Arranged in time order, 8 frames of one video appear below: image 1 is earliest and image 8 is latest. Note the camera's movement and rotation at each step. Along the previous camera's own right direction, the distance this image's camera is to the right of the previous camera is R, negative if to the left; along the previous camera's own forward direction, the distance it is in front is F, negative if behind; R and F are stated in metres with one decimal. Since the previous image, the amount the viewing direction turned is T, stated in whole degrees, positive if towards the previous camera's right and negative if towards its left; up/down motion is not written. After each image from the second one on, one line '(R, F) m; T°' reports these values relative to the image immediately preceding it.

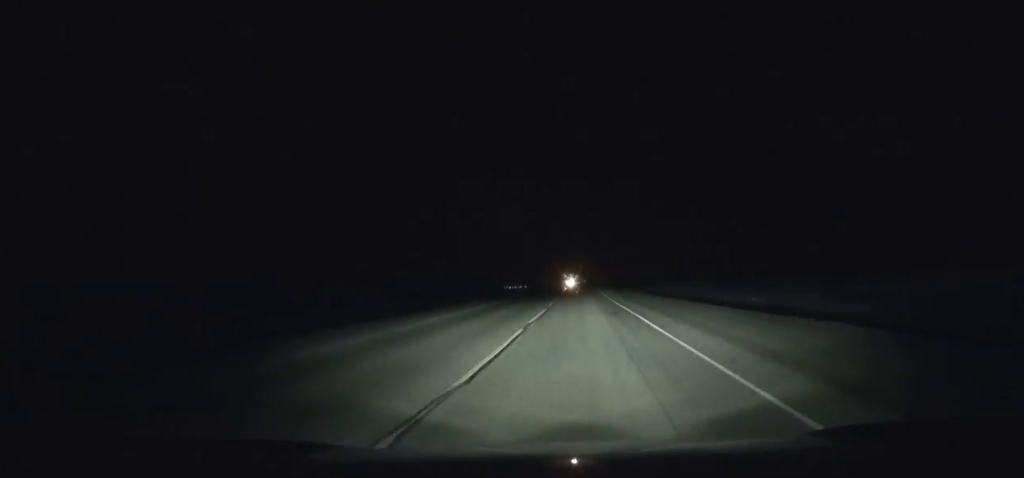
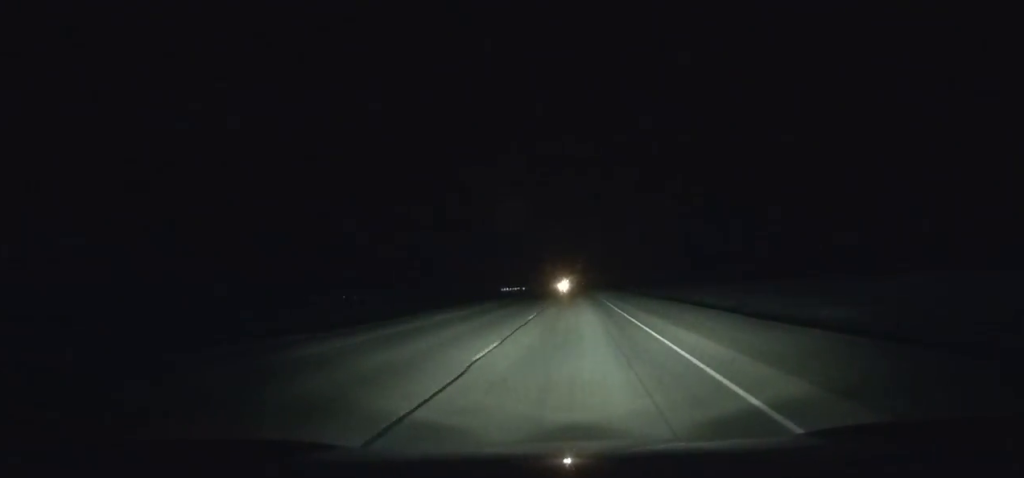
(+0.2, +62.7) m; 0°
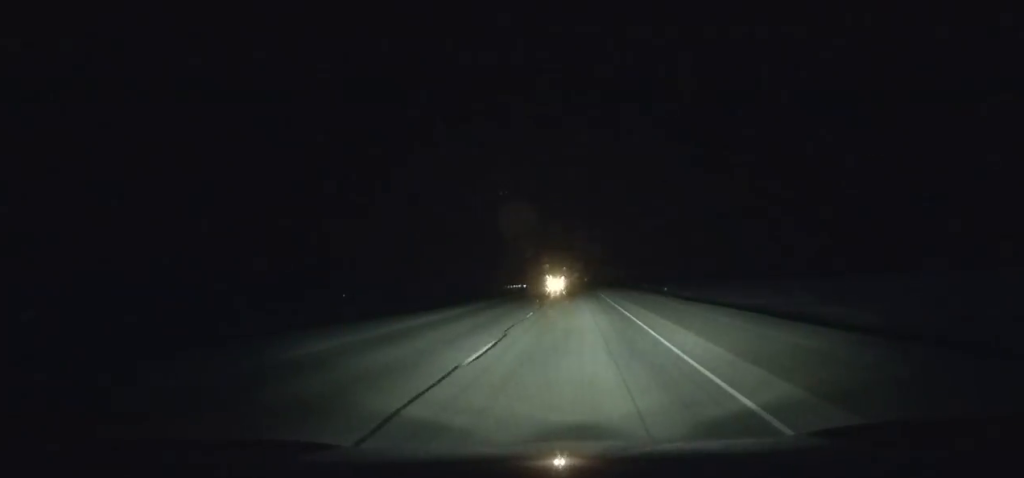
(+0.2, +36.9) m; 0°
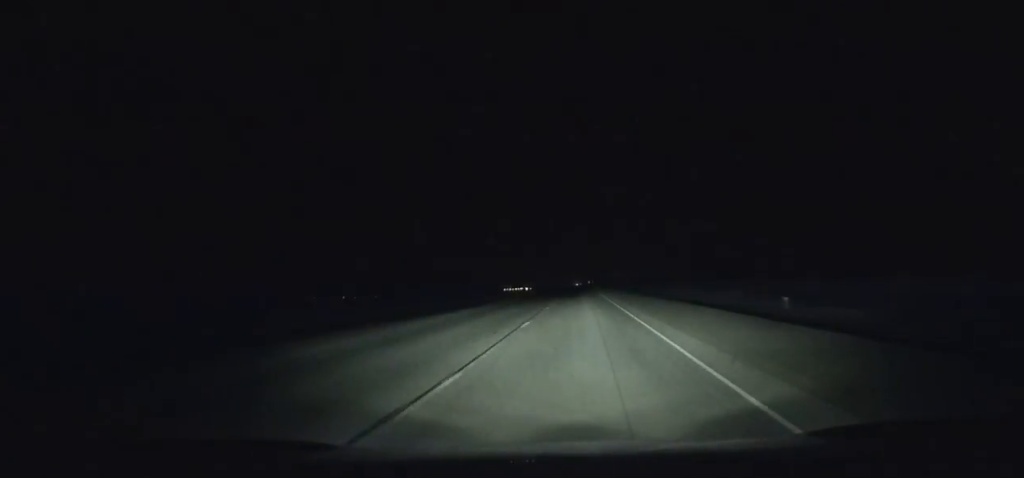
(-0.2, +76.6) m; 0°
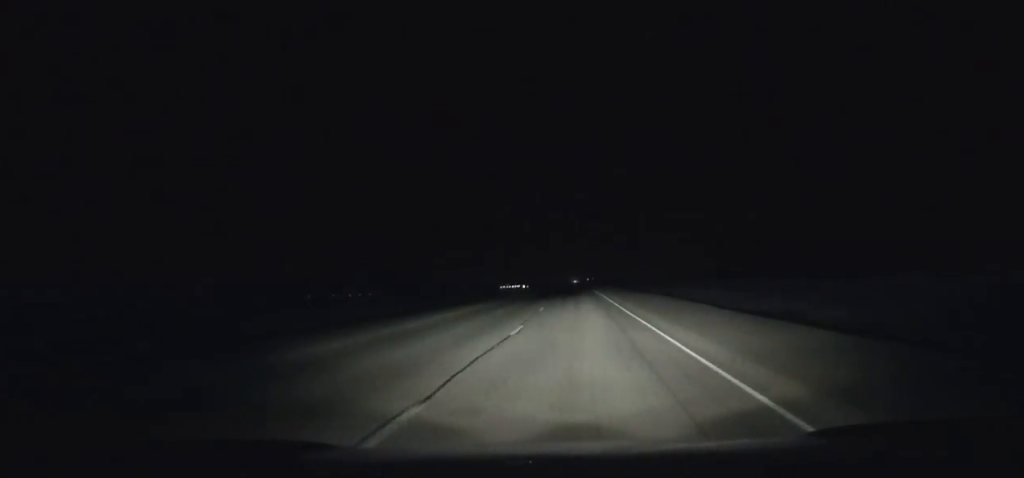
(+0.3, +62.5) m; 0°
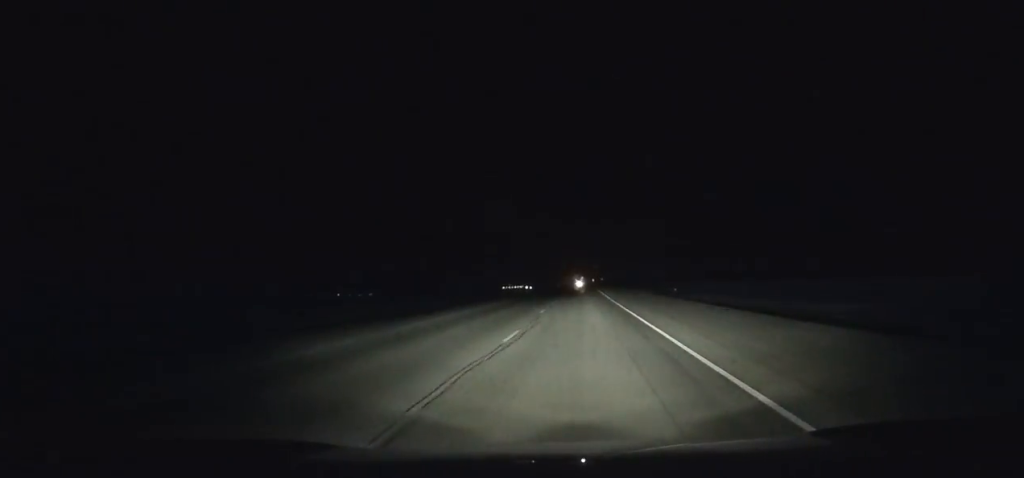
(-0.2, +85.4) m; -1°
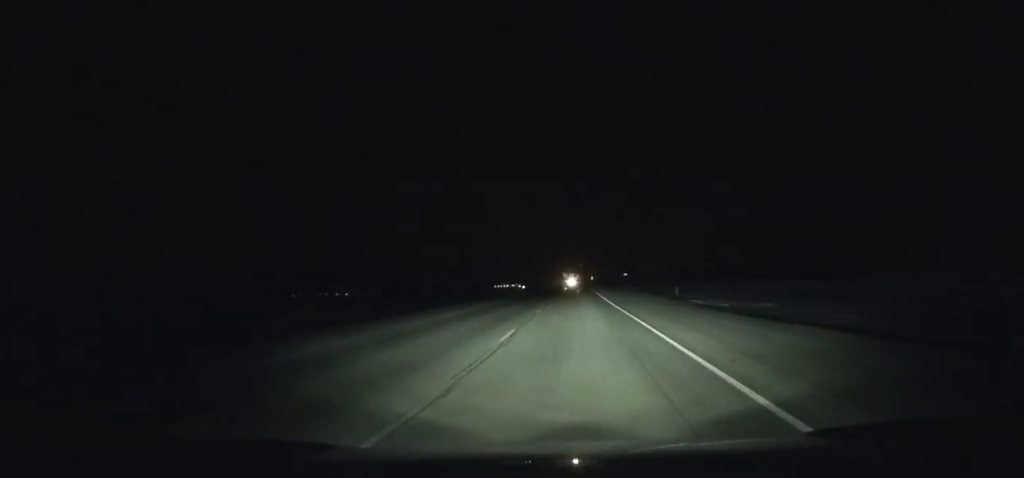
(-1.7, +143.0) m; -1°
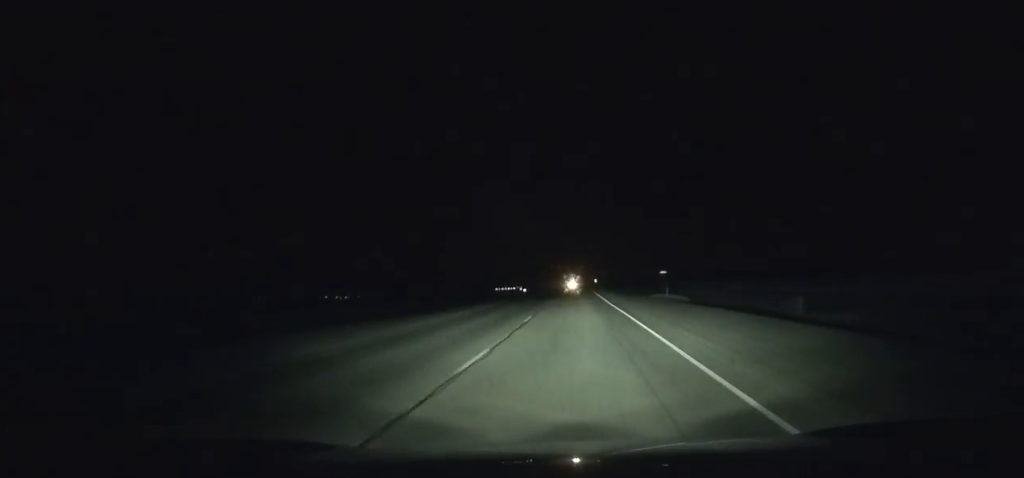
(-0.1, +40.3) m; 0°
